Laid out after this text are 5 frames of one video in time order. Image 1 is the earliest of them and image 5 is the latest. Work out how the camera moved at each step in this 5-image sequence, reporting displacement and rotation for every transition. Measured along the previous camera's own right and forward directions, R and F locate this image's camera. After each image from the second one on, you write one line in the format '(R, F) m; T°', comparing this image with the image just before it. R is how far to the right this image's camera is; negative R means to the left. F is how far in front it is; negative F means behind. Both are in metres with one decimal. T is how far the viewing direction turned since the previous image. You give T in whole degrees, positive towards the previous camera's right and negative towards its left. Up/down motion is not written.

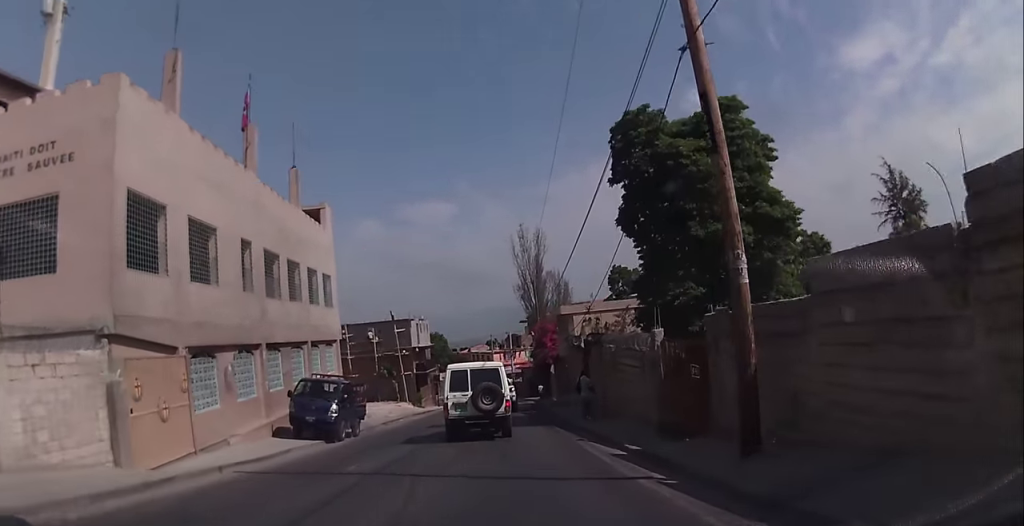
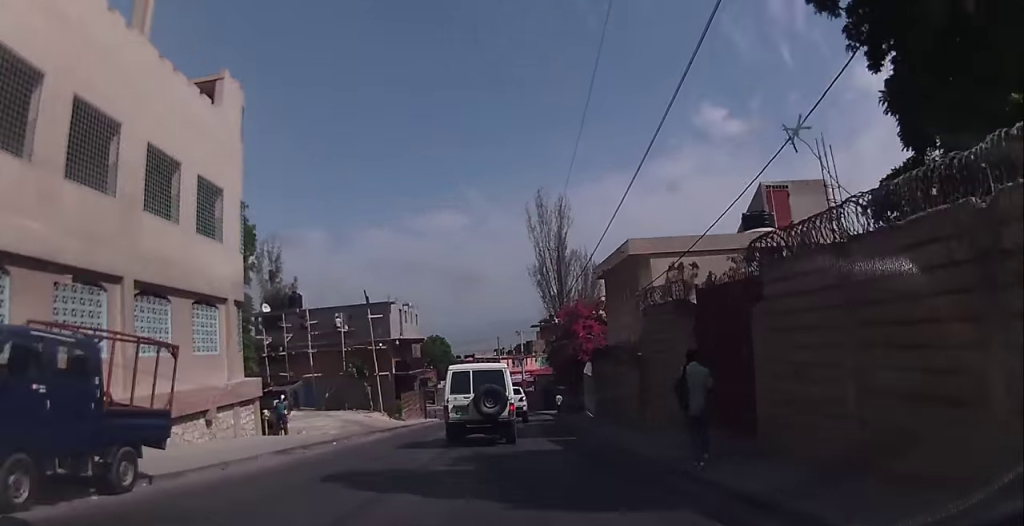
(+0.8, +15.5) m; +3°
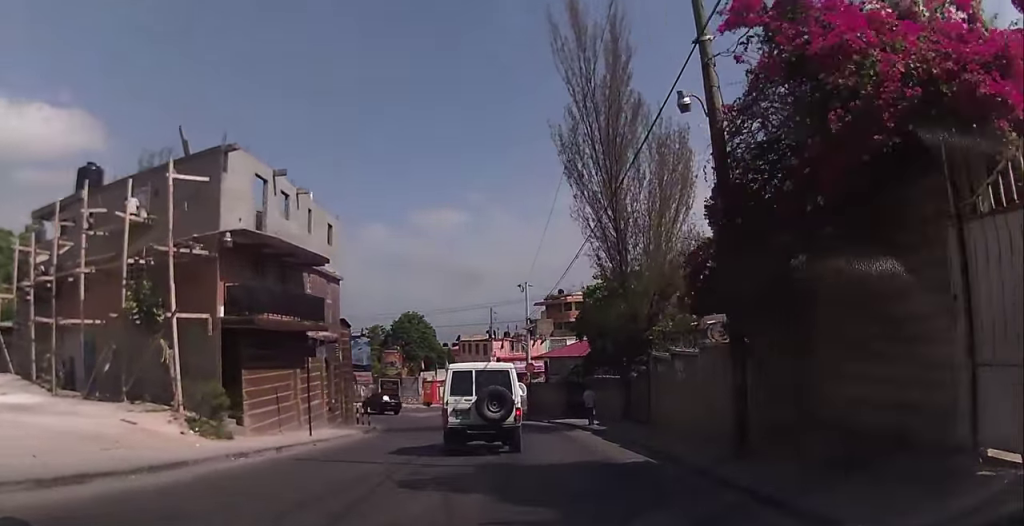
(-1.5, +29.4) m; -6°
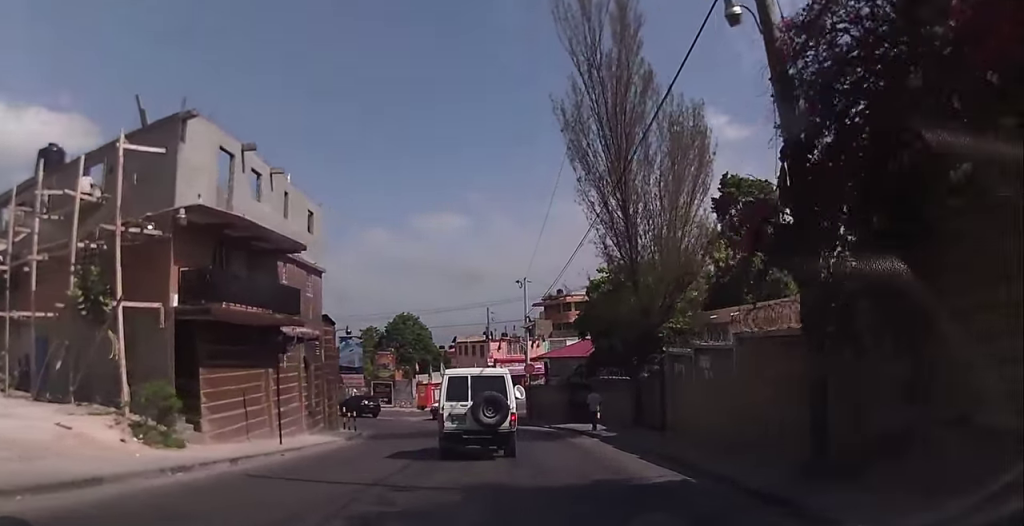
(-0.2, +2.8) m; 0°
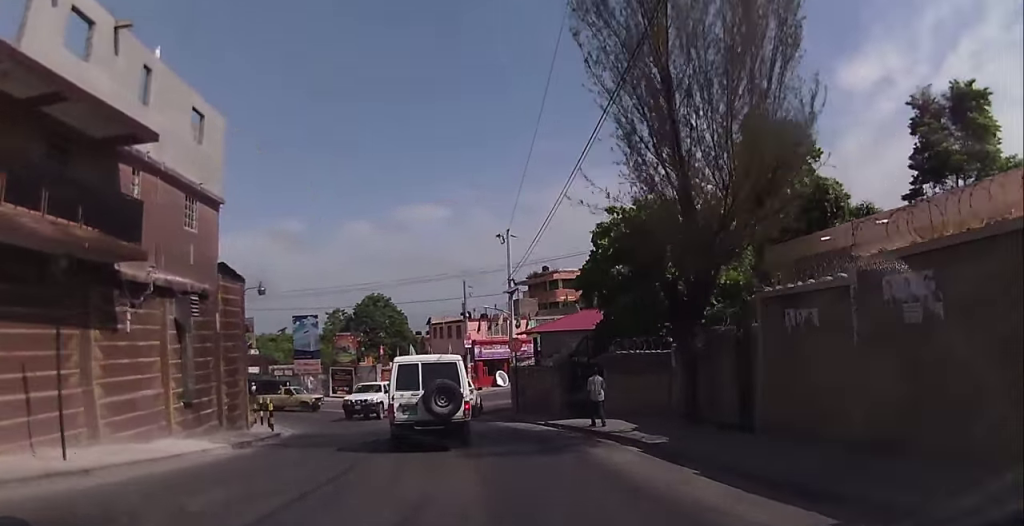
(+0.1, +9.2) m; +3°
